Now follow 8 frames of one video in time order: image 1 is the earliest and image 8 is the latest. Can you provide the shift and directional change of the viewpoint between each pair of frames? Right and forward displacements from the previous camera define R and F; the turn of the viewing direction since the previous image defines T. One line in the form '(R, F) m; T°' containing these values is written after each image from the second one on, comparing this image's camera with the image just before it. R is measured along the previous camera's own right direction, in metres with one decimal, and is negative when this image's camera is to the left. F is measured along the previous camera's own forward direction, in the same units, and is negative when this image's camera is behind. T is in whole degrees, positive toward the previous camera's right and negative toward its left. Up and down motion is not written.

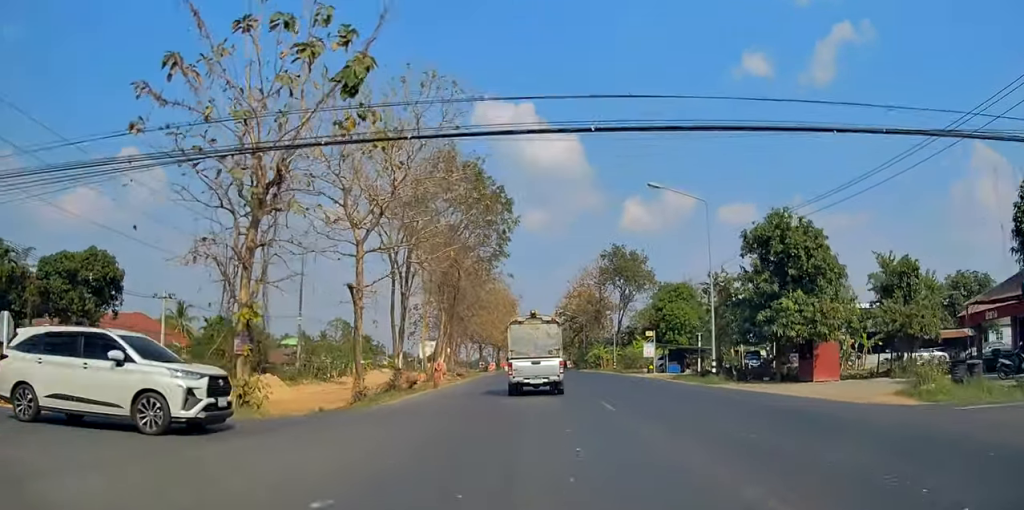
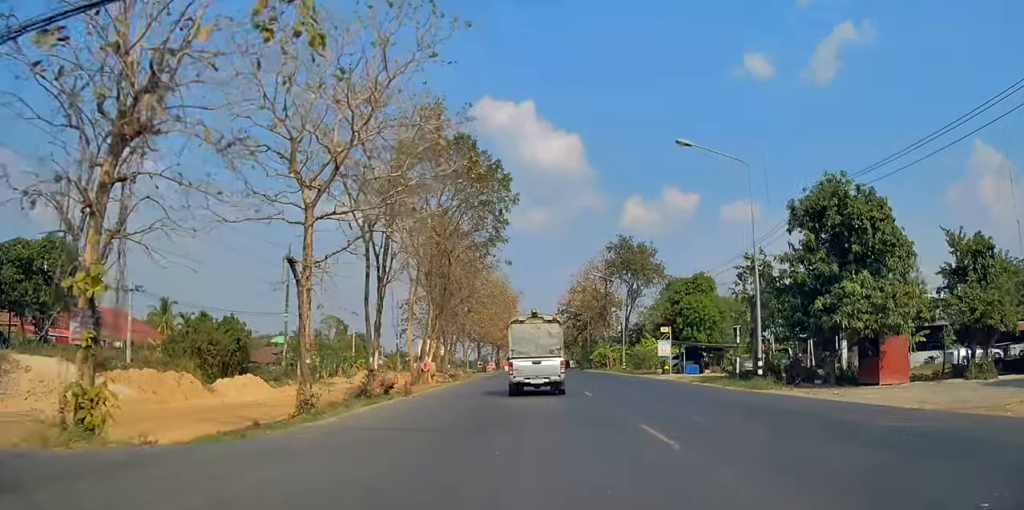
(0.0, +6.4) m; 0°
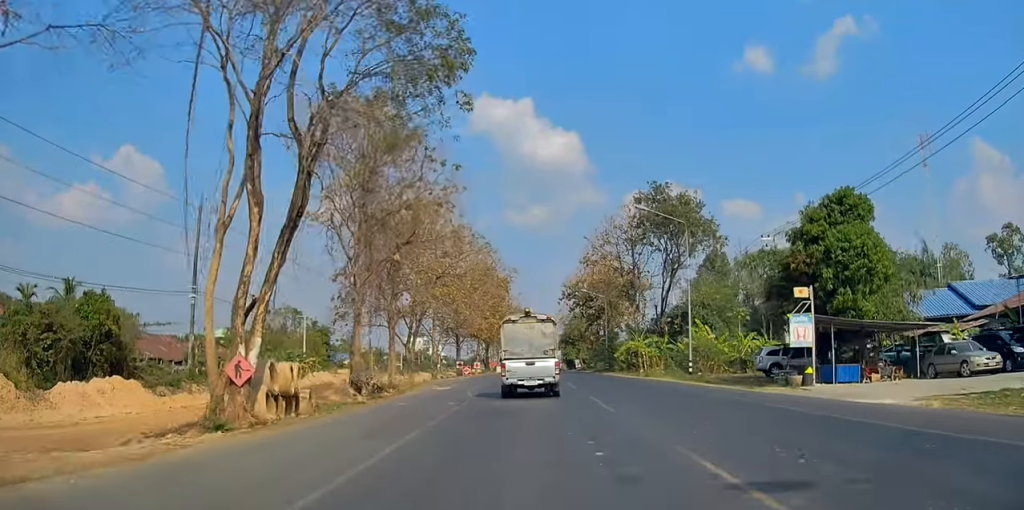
(+0.2, +27.9) m; 0°
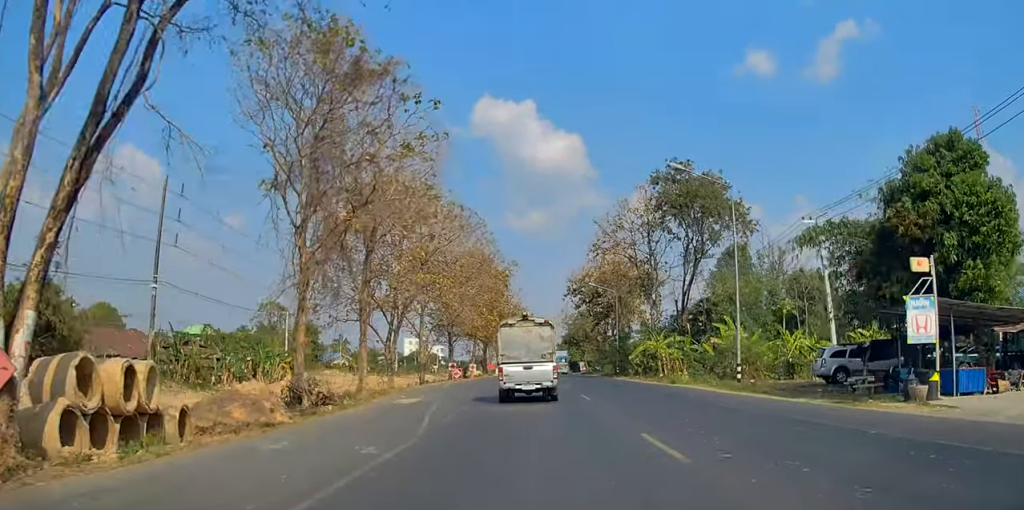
(0.0, +8.8) m; 0°
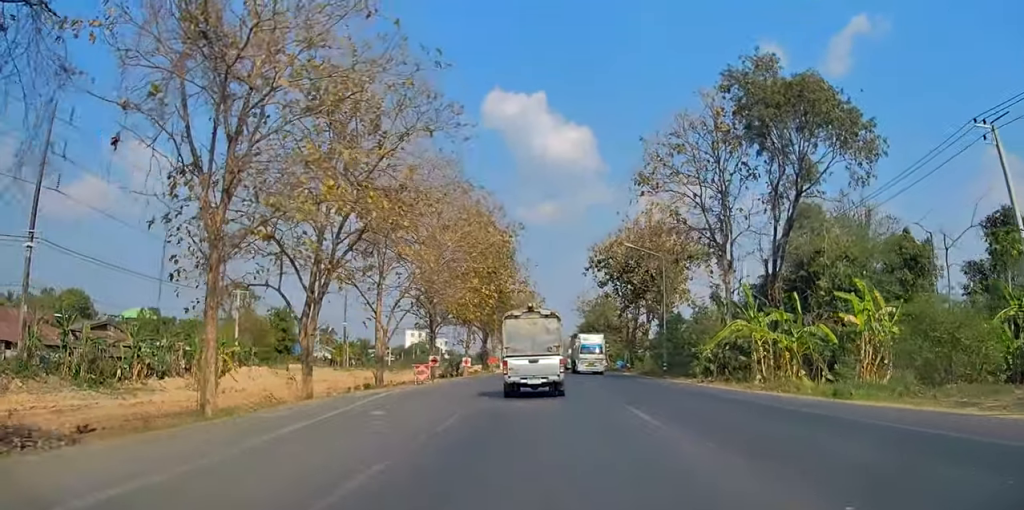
(+0.1, +19.7) m; 0°
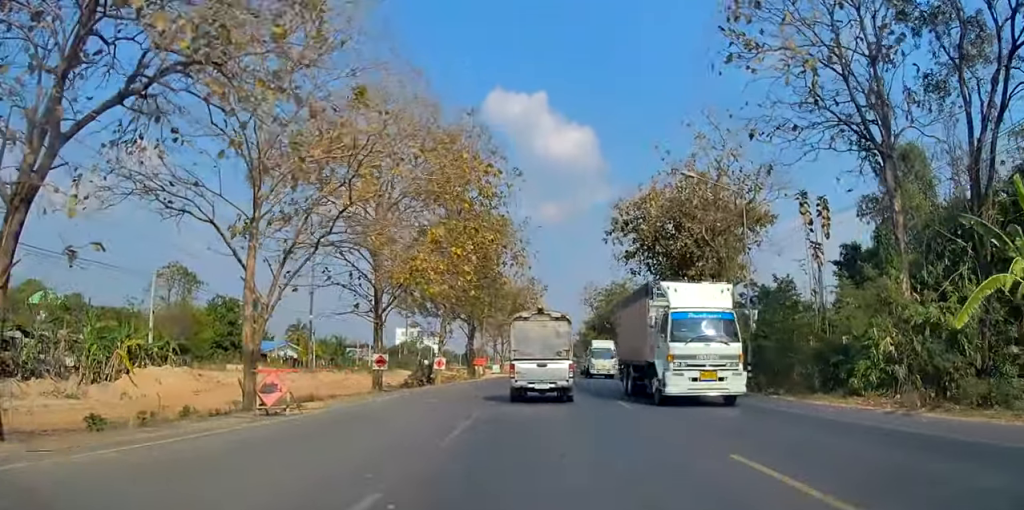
(-0.3, +19.2) m; -2°
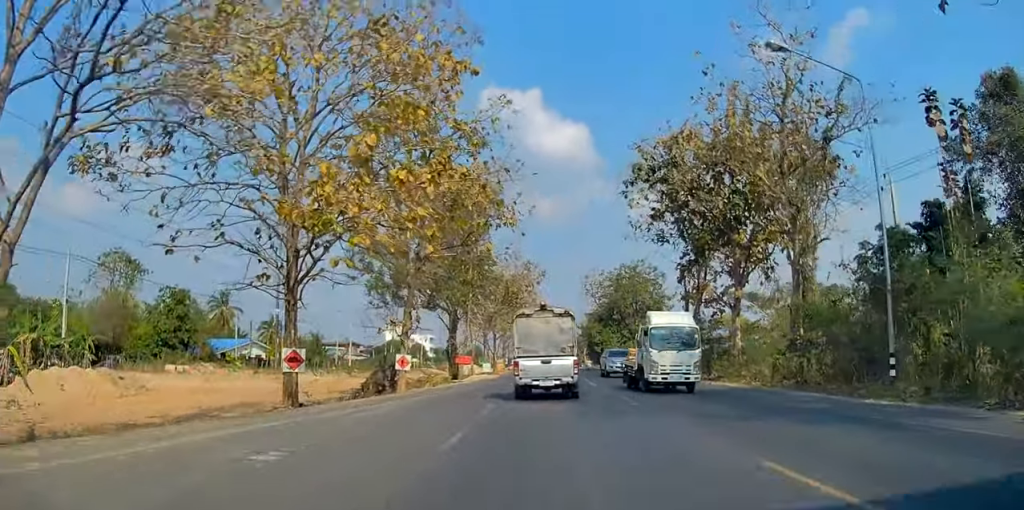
(-0.1, +12.7) m; 0°
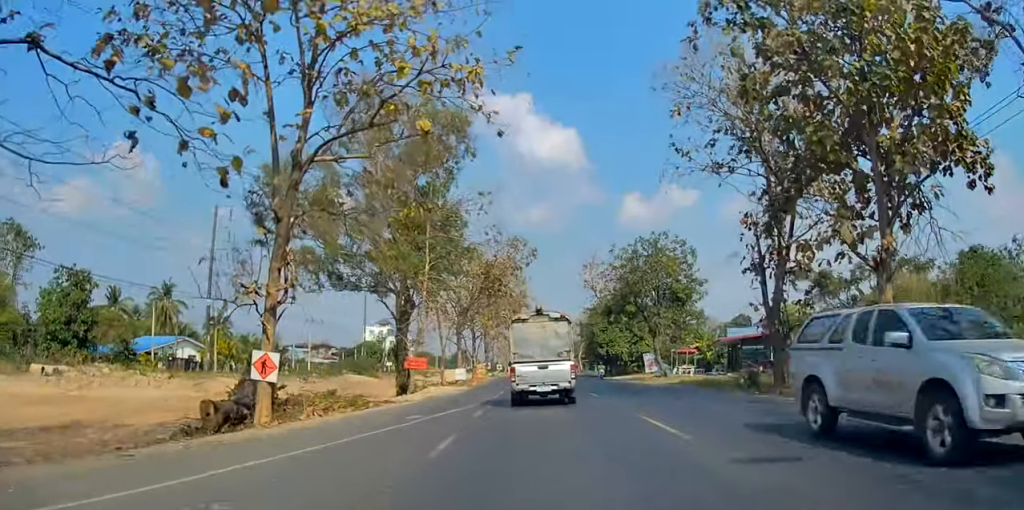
(0.0, +16.7) m; 0°
